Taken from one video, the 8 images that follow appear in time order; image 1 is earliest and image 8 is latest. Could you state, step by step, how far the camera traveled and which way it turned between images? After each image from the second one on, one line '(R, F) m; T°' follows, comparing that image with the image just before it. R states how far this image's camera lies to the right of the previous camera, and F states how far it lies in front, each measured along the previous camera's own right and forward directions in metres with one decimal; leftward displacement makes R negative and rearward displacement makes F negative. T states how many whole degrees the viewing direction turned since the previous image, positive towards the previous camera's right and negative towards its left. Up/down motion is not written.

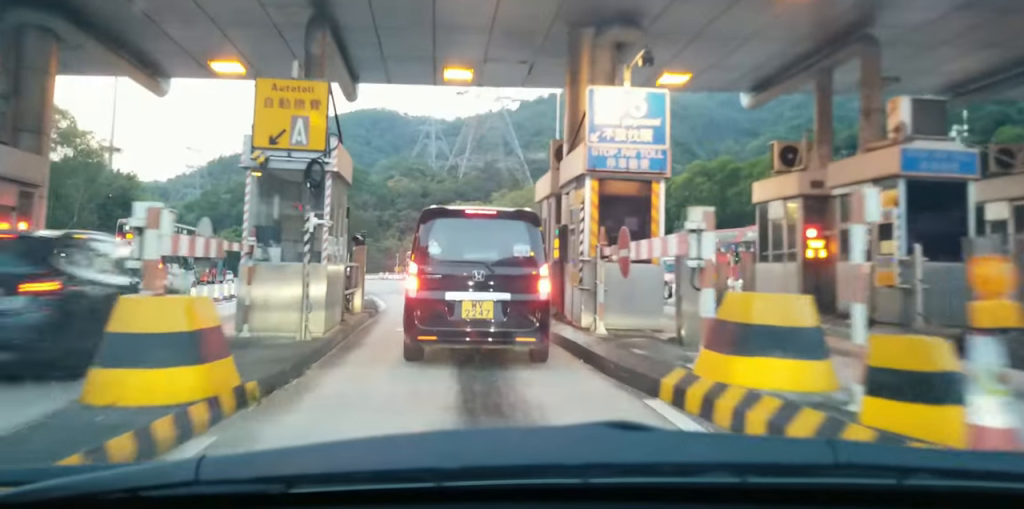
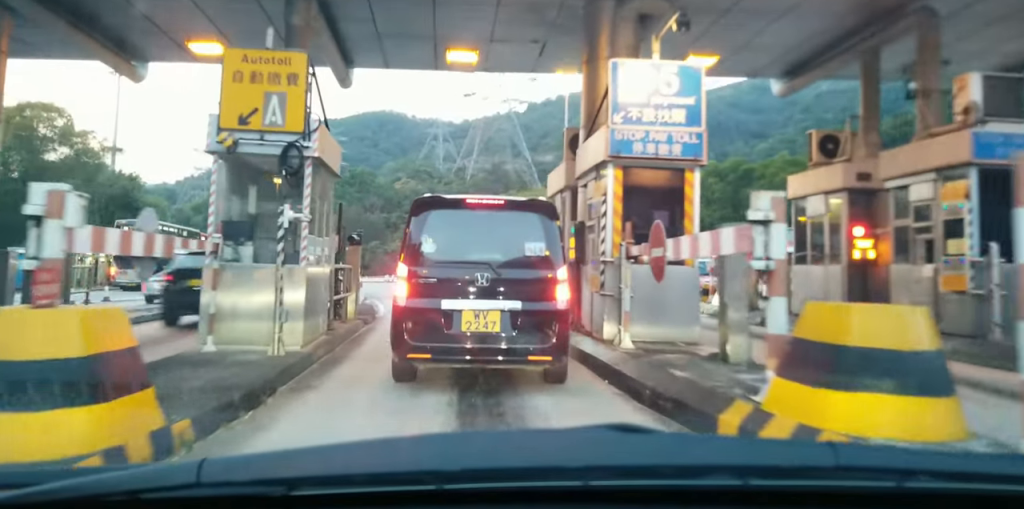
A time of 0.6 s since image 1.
(0.0, +1.6) m; -3°
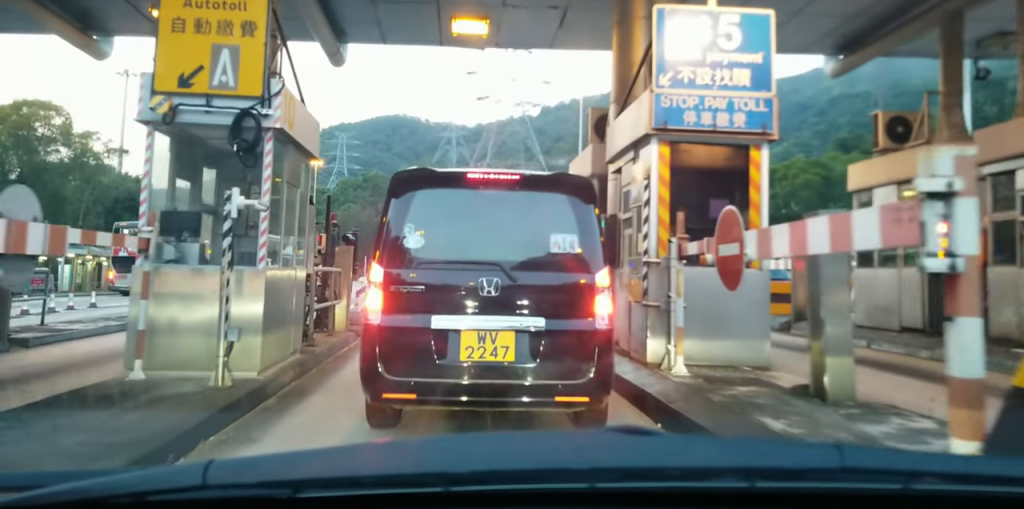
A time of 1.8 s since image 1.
(-0.2, +2.2) m; -4°
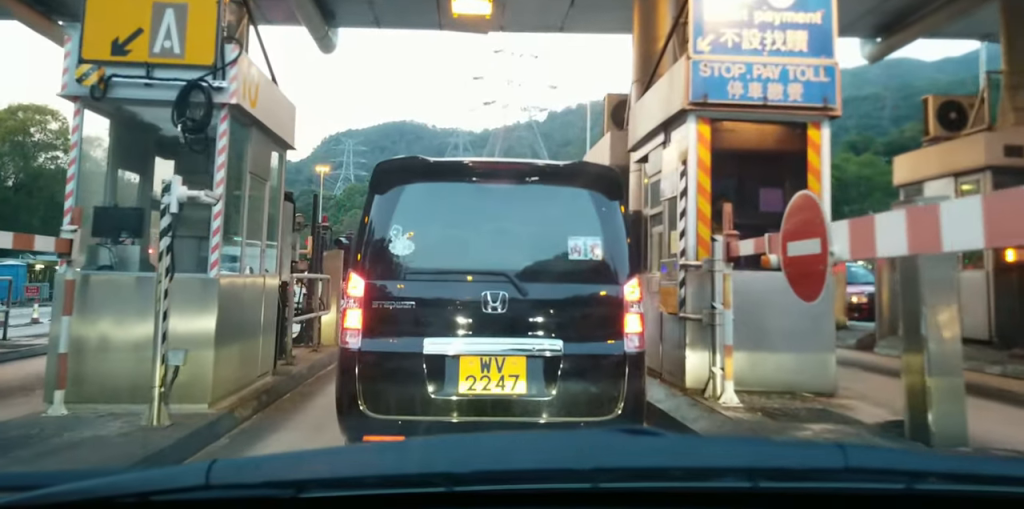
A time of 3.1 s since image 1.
(+0.1, +1.6) m; 0°
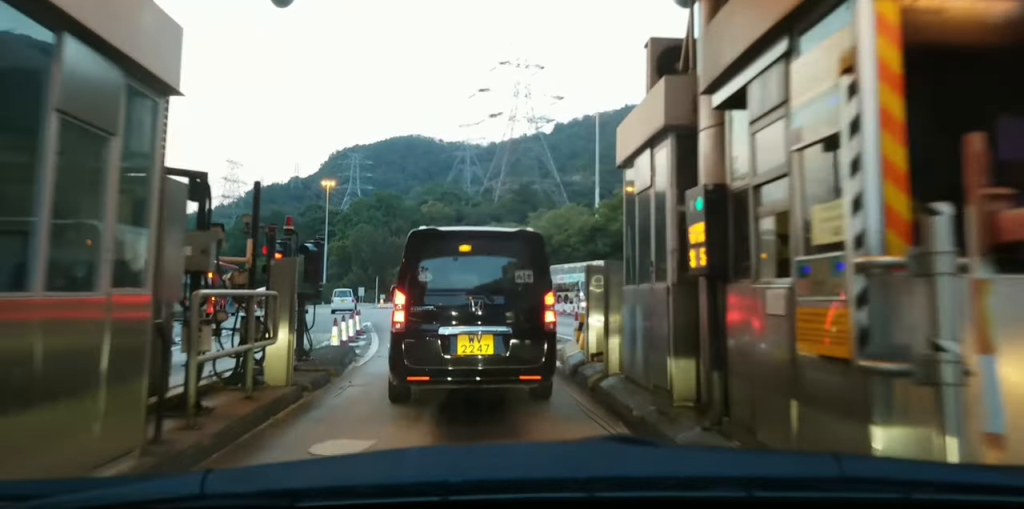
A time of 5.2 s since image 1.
(+0.3, +2.6) m; 0°
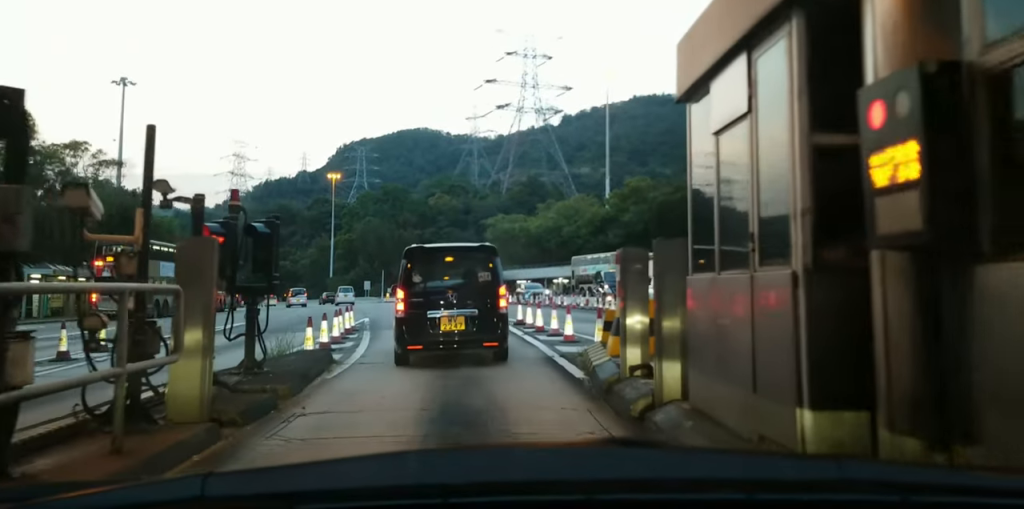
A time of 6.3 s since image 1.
(+0.3, +1.3) m; 0°
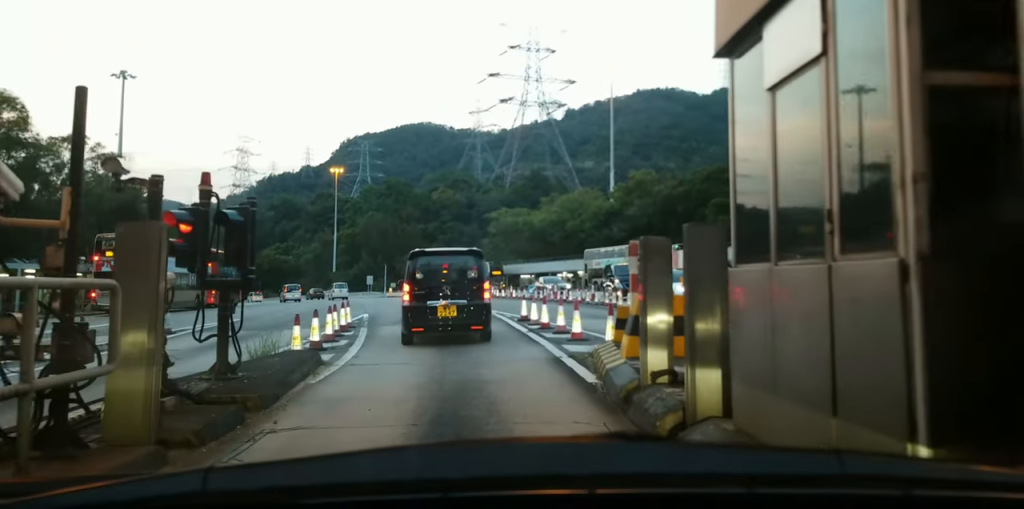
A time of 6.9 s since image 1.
(+0.2, +0.7) m; 0°
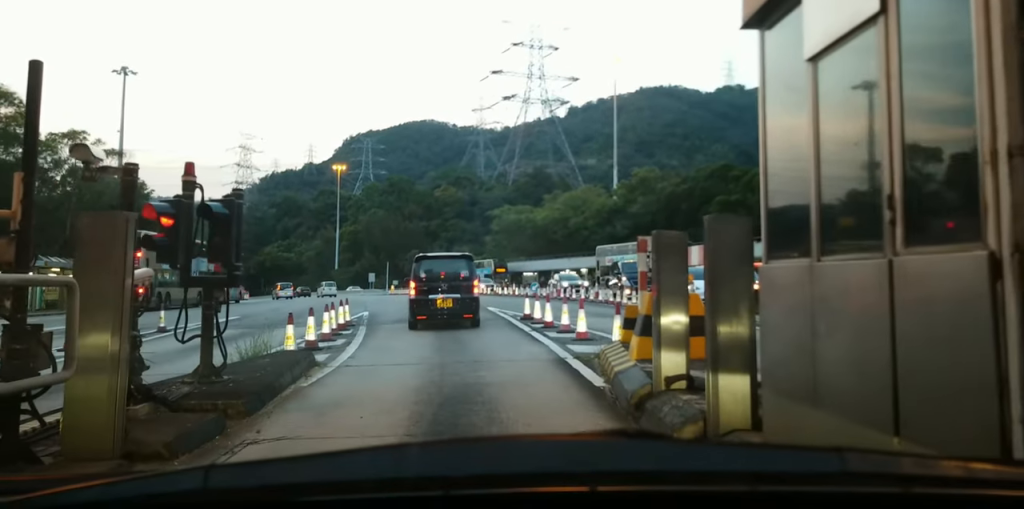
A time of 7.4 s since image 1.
(+0.1, +0.5) m; 0°
